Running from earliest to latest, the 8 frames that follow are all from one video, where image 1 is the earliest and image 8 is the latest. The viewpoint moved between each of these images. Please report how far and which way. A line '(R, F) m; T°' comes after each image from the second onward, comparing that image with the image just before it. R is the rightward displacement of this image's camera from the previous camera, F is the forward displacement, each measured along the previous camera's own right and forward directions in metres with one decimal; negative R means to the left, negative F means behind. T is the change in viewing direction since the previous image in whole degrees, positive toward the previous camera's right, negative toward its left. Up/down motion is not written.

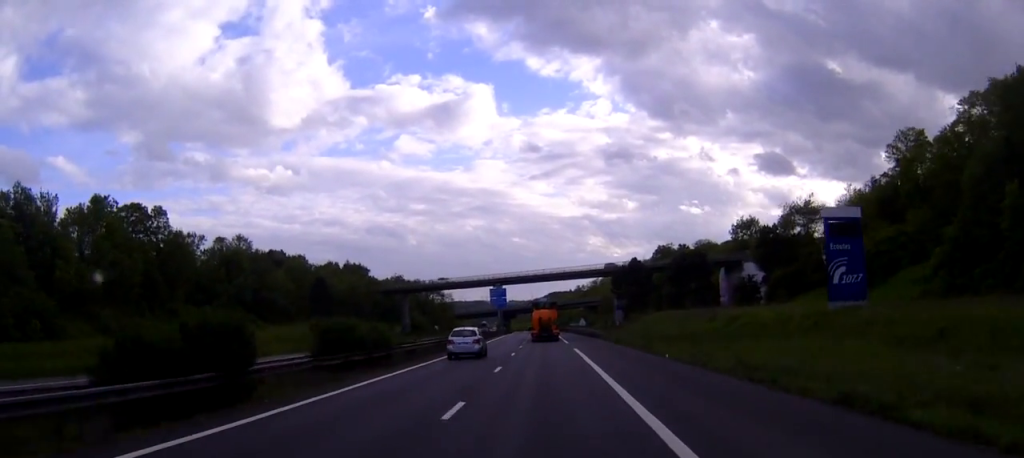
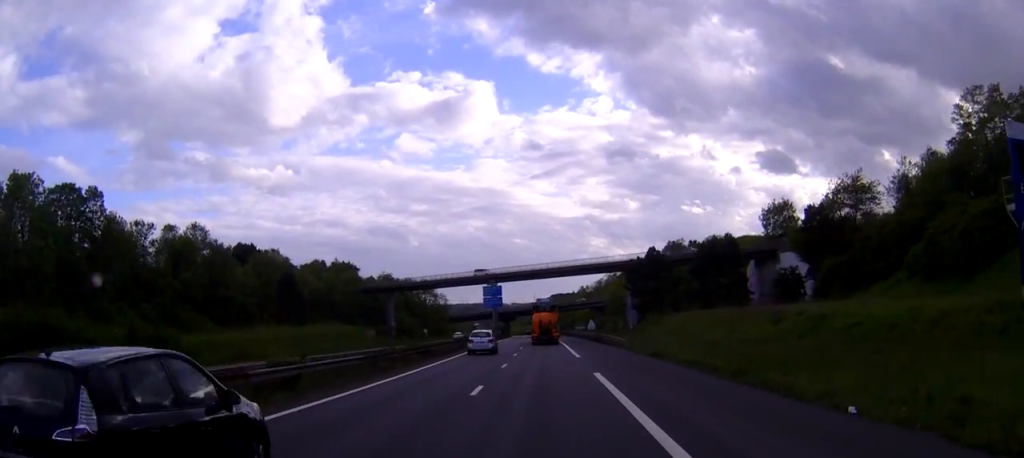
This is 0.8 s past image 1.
(0.0, +20.5) m; 0°
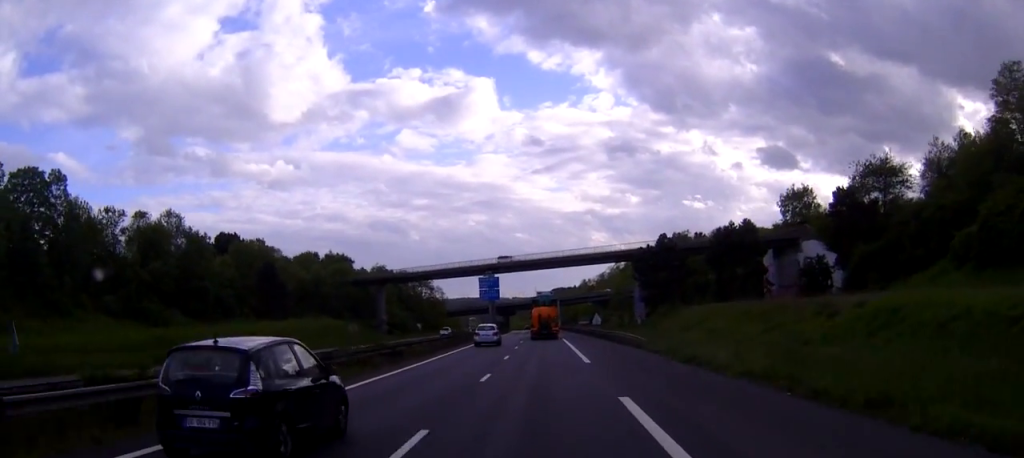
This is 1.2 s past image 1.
(0.0, +9.9) m; 0°
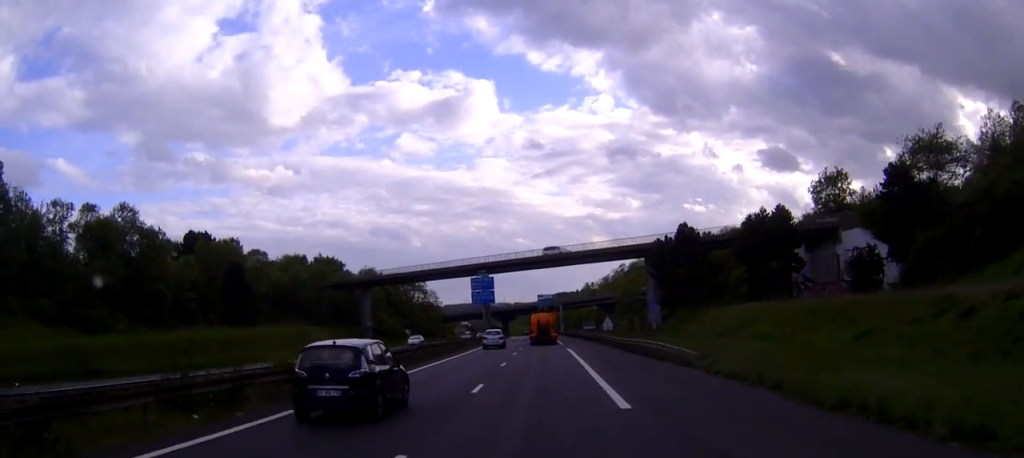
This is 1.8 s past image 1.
(0.0, +14.8) m; 0°
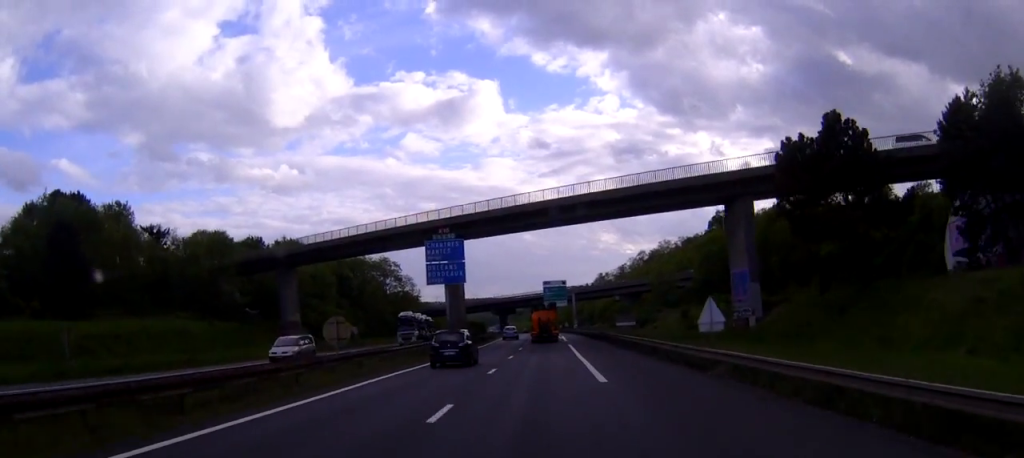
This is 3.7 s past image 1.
(-0.2, +46.3) m; -1°
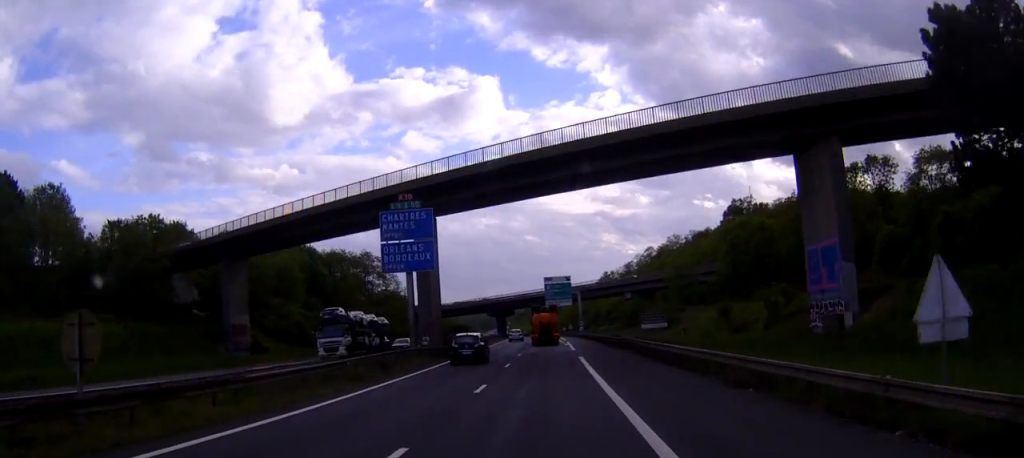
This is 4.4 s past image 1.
(0.0, +18.2) m; 0°
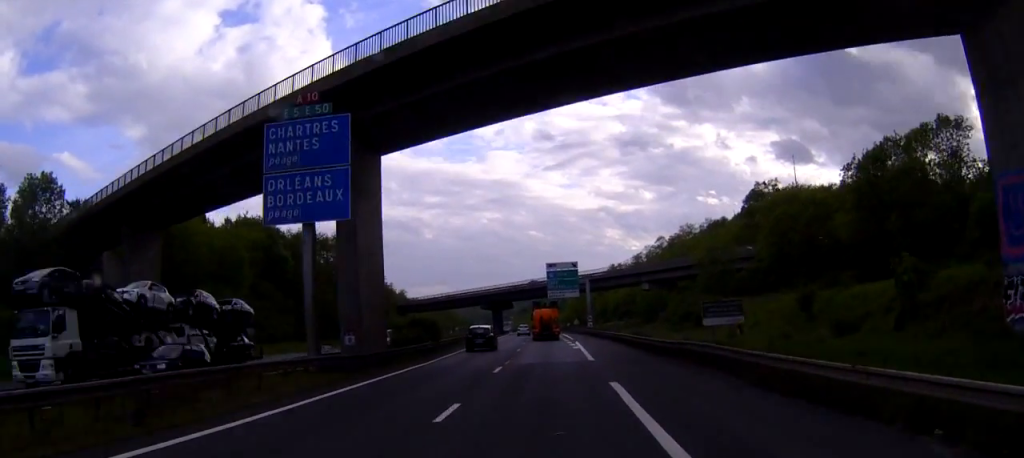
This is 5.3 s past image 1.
(0.0, +20.8) m; 0°
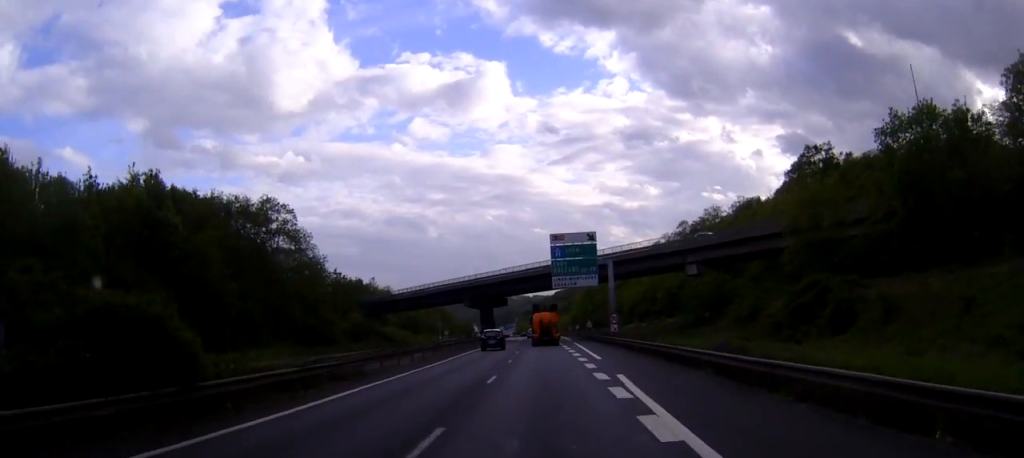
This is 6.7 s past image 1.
(-0.1, +35.1) m; 0°
